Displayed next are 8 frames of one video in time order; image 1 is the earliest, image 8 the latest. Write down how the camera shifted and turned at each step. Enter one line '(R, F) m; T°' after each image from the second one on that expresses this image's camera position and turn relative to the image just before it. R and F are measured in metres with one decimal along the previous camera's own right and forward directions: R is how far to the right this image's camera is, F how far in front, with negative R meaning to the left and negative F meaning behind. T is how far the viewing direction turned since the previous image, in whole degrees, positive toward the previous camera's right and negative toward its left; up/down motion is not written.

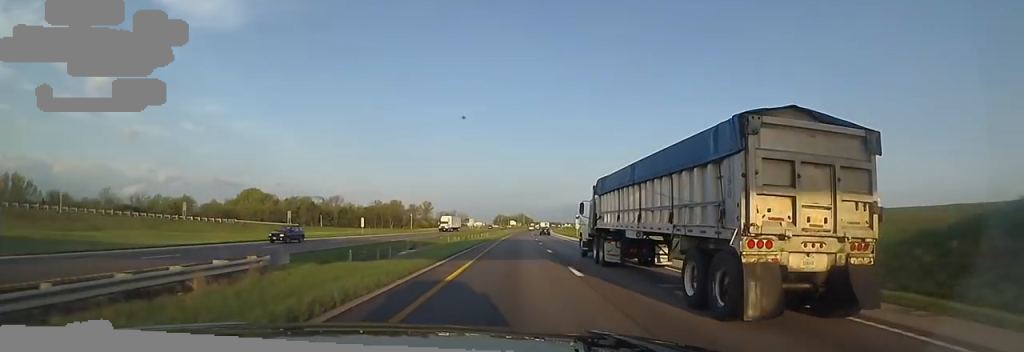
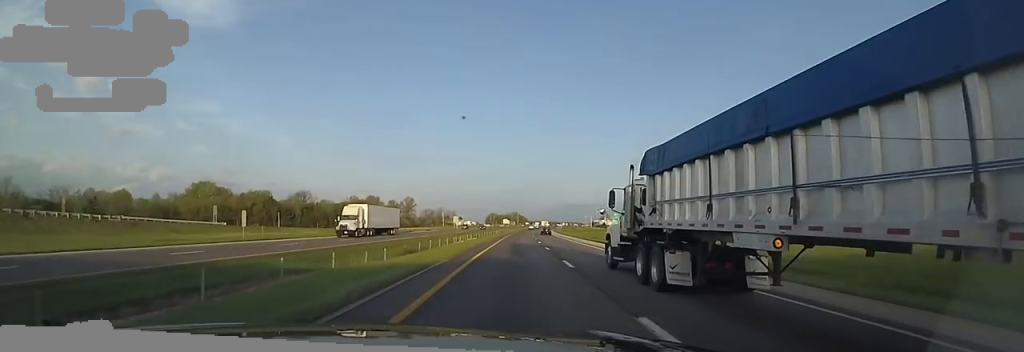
(+0.4, +35.1) m; -2°
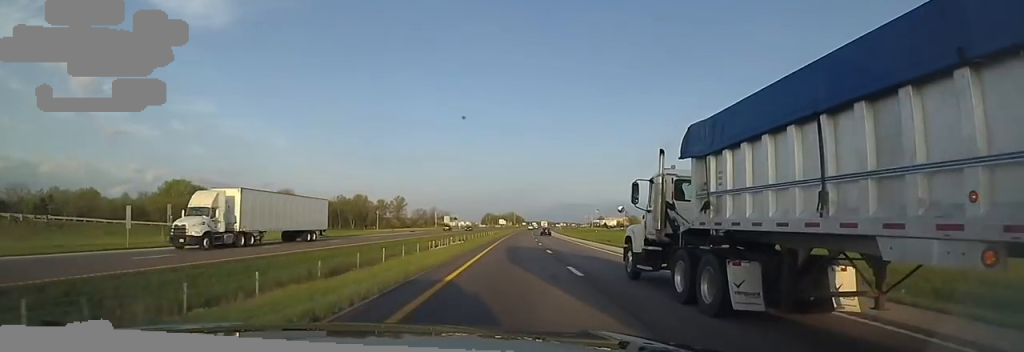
(-0.5, +15.1) m; 0°
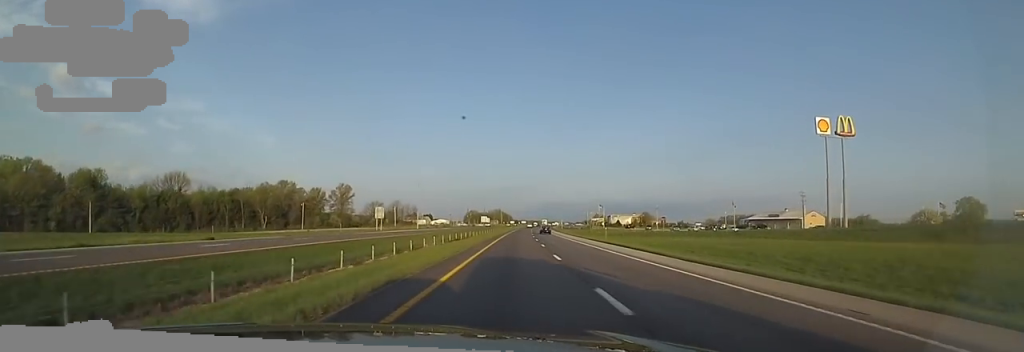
(+0.9, +67.9) m; +3°
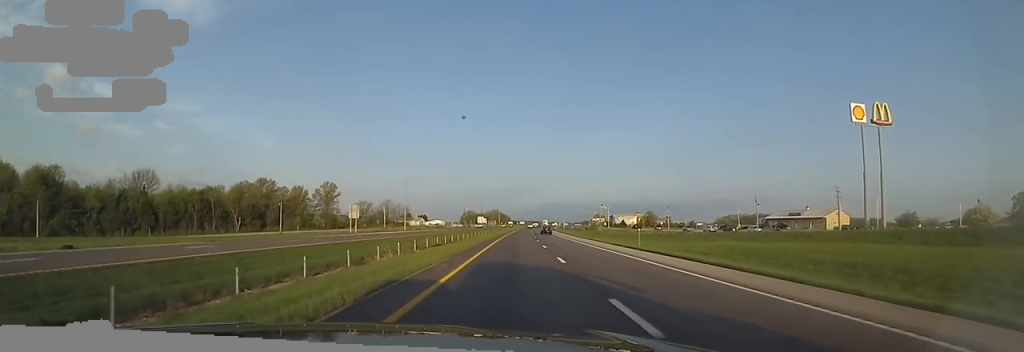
(0.0, +13.7) m; 0°
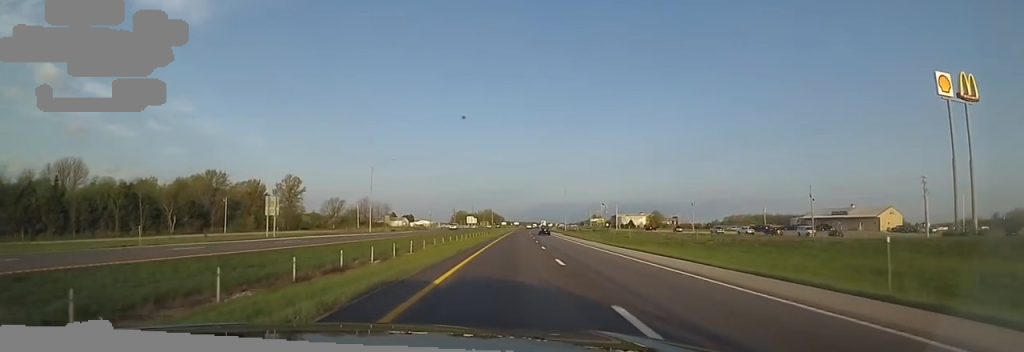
(0.0, +25.0) m; +1°
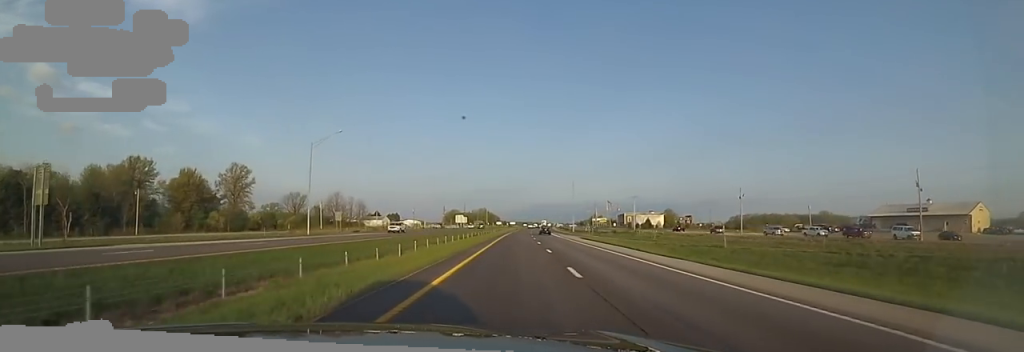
(+0.2, +28.2) m; +1°
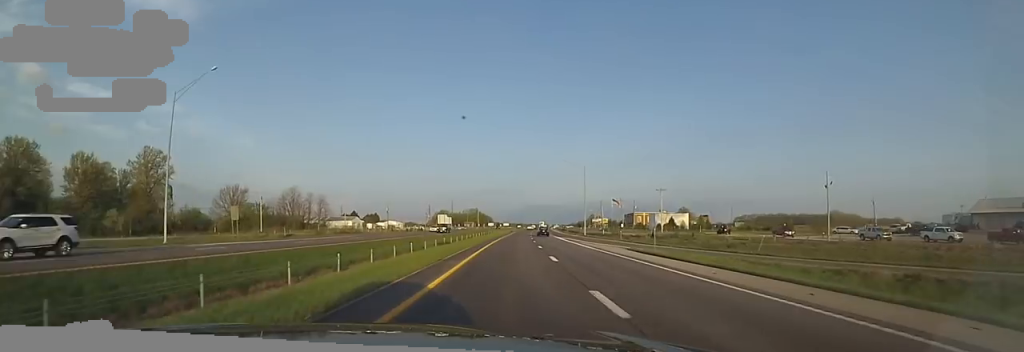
(+0.9, +29.2) m; 0°
